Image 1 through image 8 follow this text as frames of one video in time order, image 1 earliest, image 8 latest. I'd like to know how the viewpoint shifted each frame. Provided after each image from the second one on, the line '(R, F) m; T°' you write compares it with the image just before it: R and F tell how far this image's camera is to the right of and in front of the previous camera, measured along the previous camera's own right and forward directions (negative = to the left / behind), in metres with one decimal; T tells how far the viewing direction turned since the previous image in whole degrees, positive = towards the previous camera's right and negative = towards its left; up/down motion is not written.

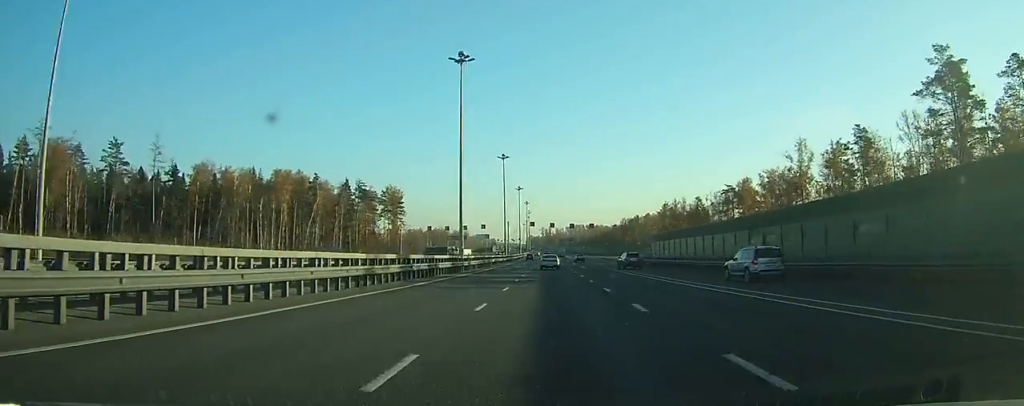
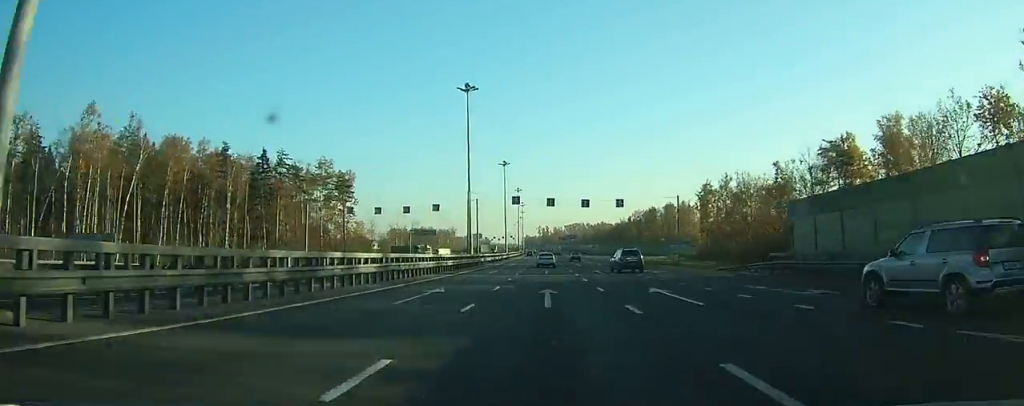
(+0.2, +48.7) m; 0°
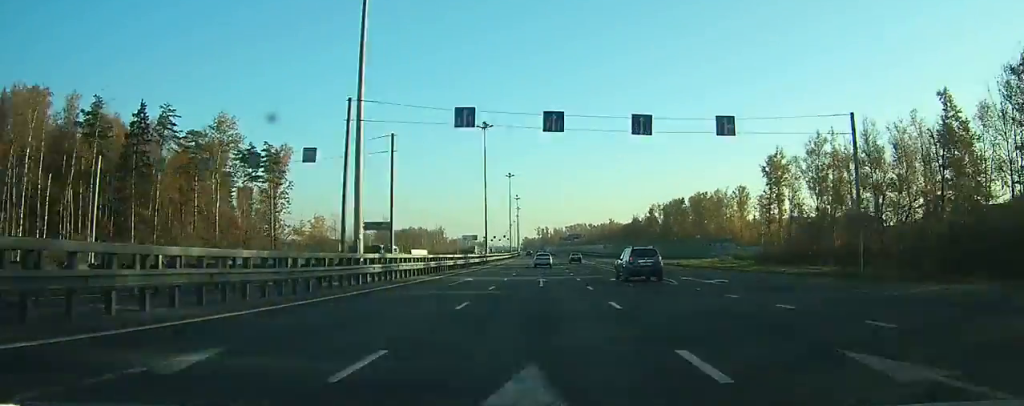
(-0.1, +39.4) m; 0°
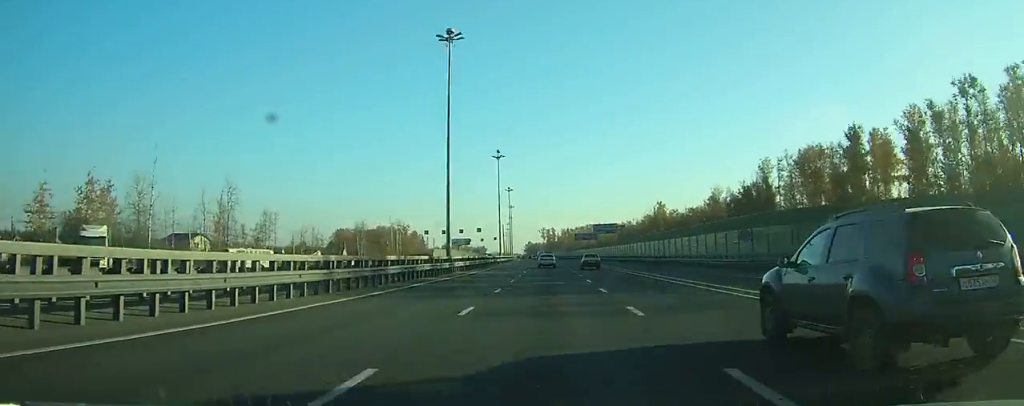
(-0.3, +97.7) m; 0°
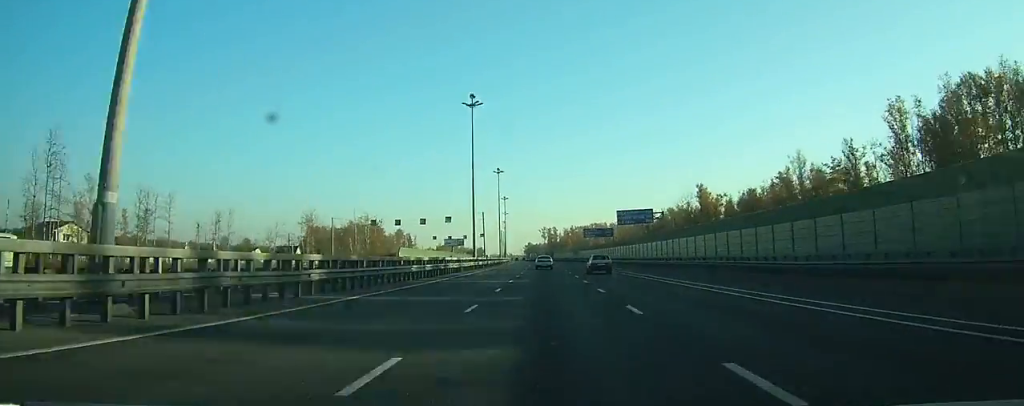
(-0.1, +39.3) m; 0°
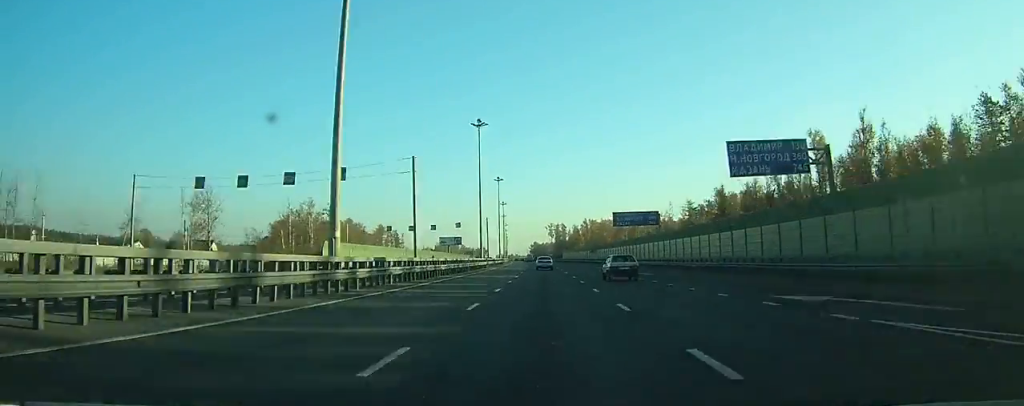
(-0.1, +47.2) m; 0°
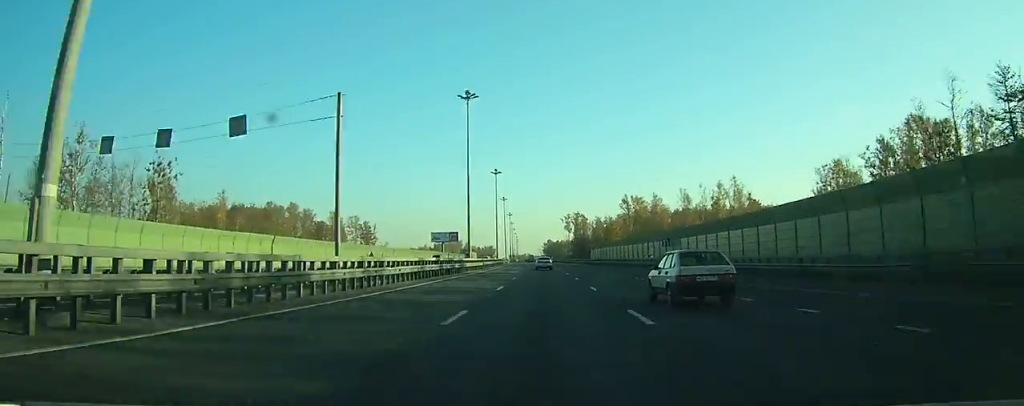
(-0.6, +74.0) m; -1°
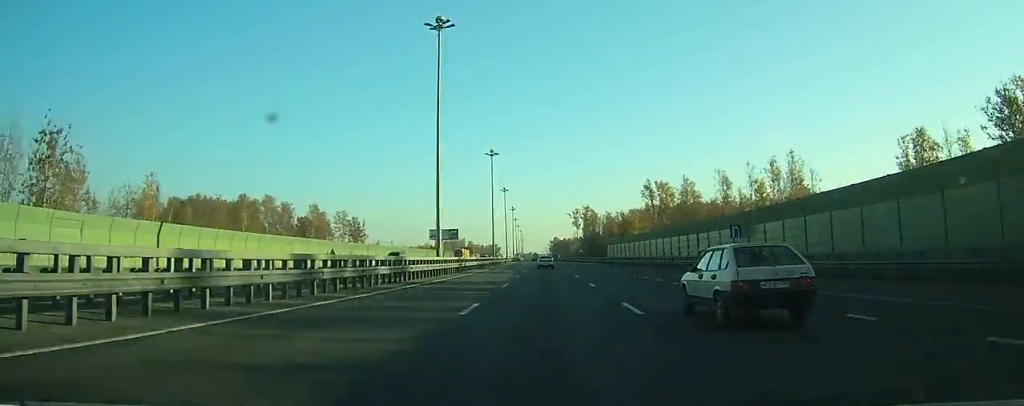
(-0.2, +22.1) m; -1°
